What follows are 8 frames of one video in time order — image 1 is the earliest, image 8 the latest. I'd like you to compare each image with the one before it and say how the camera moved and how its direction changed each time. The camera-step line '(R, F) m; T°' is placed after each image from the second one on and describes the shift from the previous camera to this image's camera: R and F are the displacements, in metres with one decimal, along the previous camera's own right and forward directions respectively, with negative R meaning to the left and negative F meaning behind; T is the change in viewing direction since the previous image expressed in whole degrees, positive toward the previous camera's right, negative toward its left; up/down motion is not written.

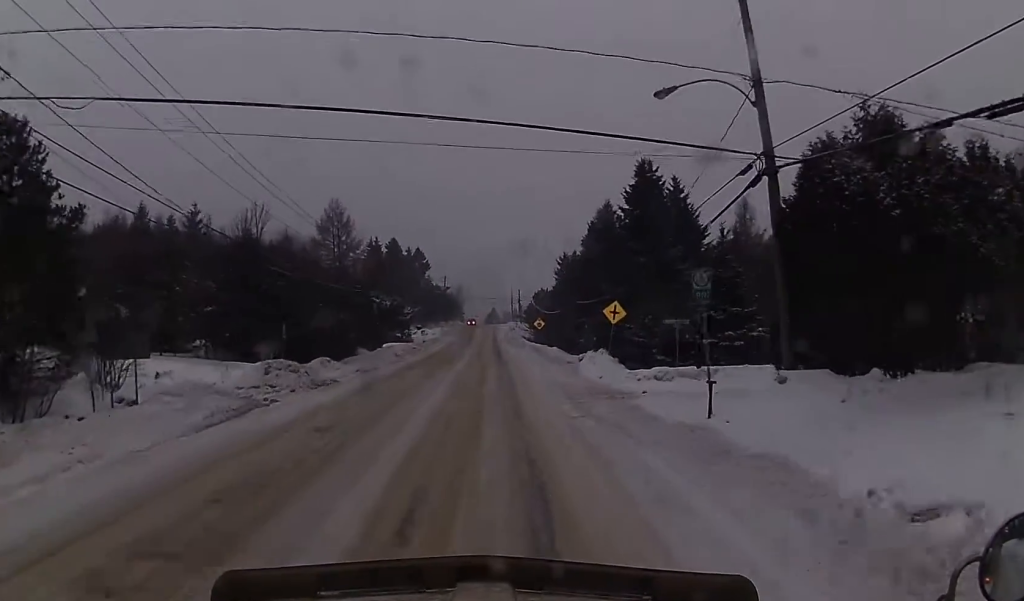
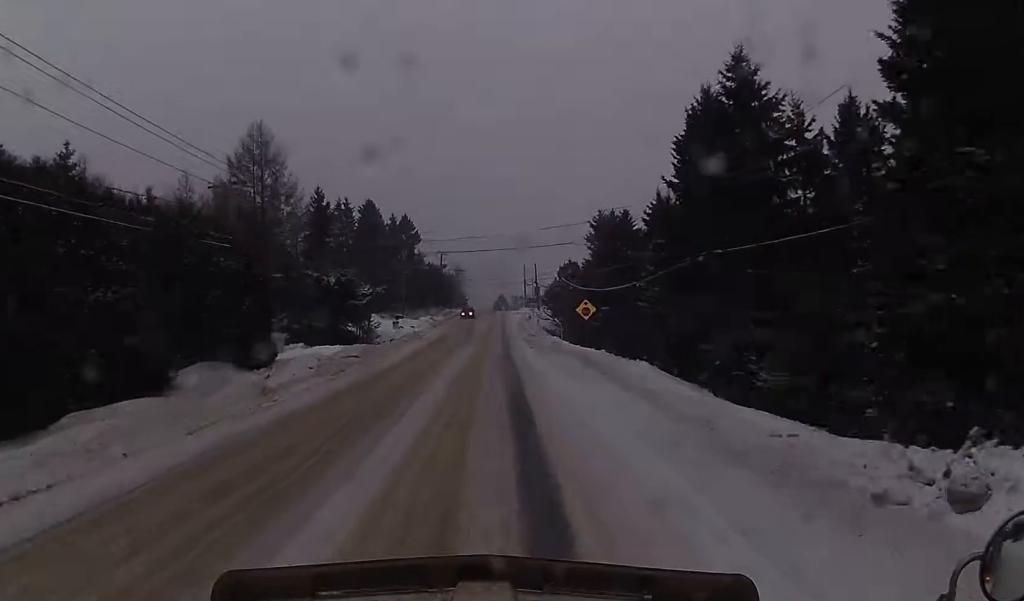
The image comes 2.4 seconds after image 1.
(+0.3, +38.1) m; 0°
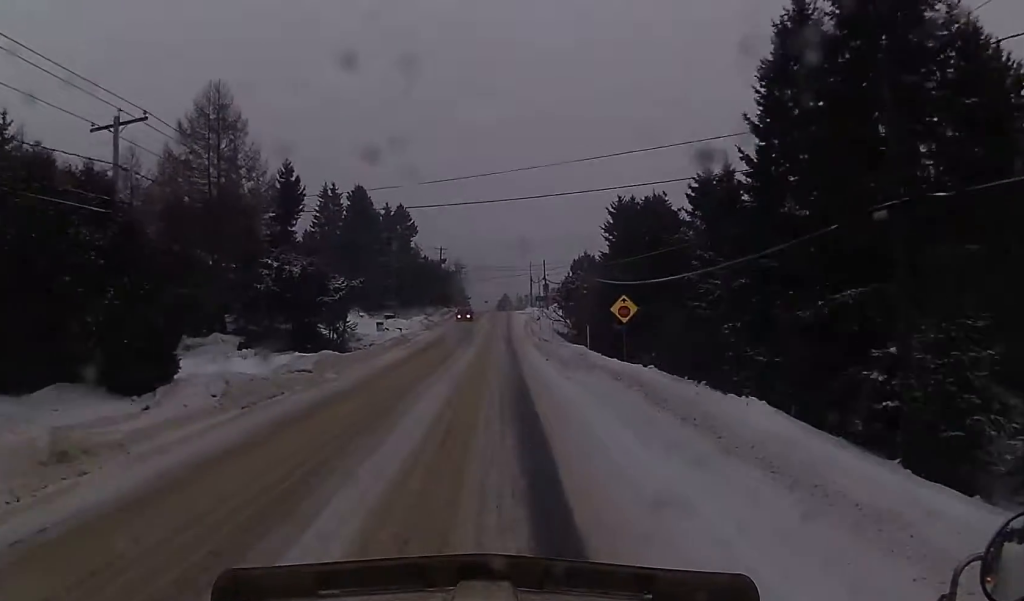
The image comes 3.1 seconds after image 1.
(-0.1, +12.4) m; -1°
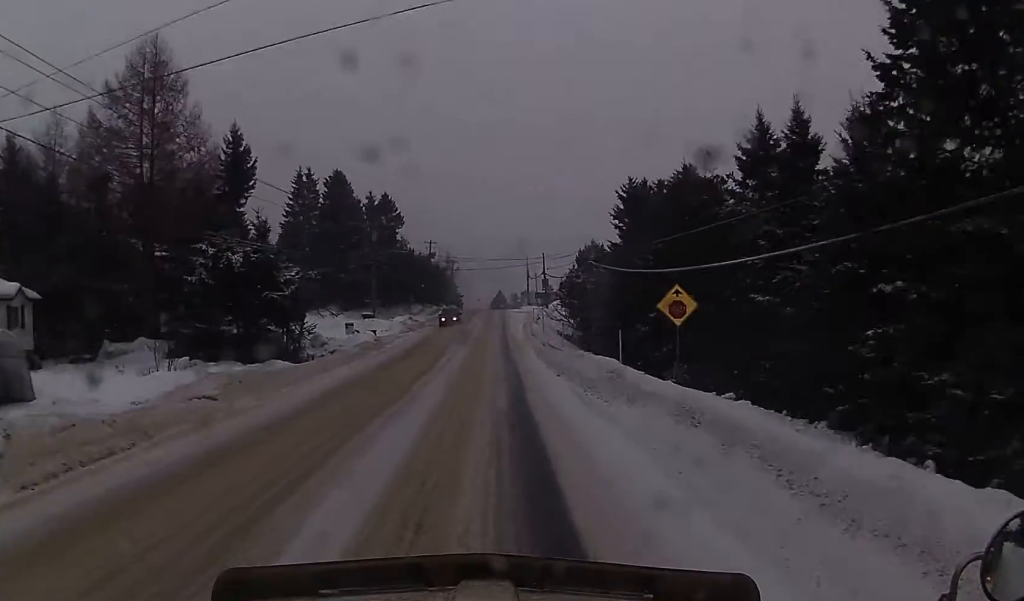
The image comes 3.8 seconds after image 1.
(-0.3, +10.8) m; 0°
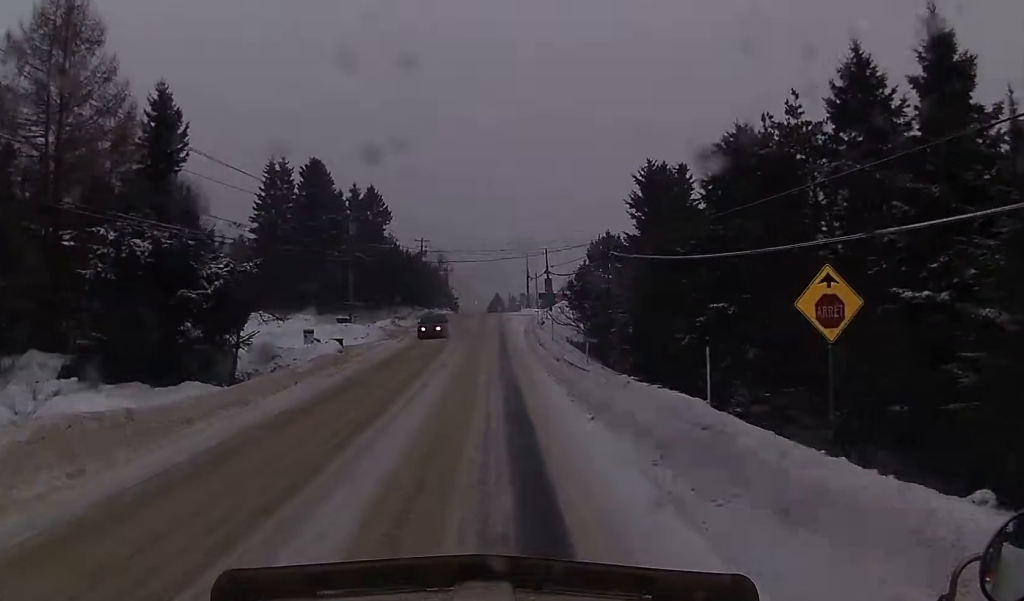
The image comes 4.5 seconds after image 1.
(+0.3, +10.8) m; 0°
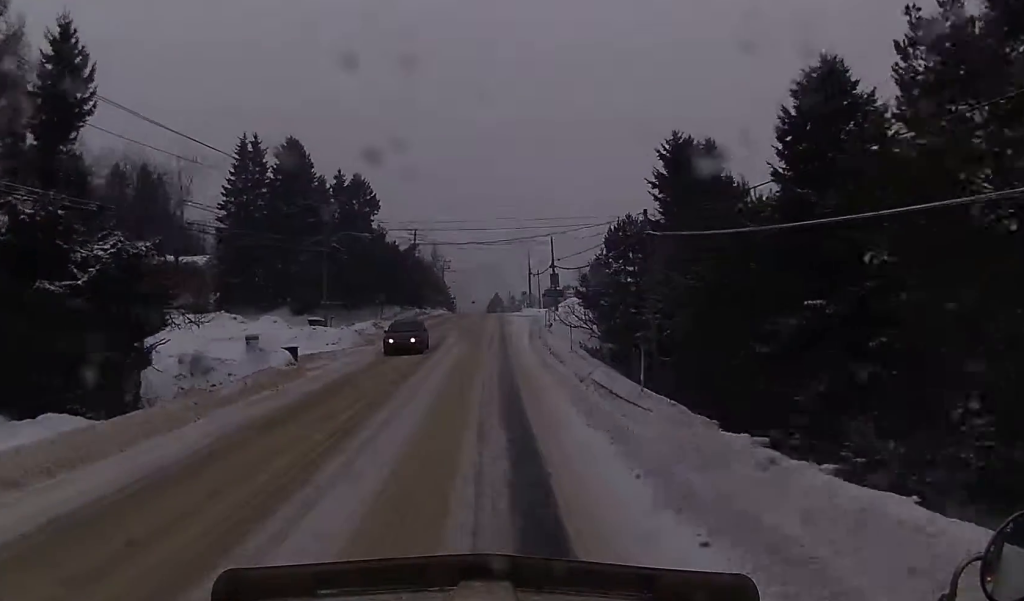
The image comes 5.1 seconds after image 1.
(+0.1, +9.7) m; 0°
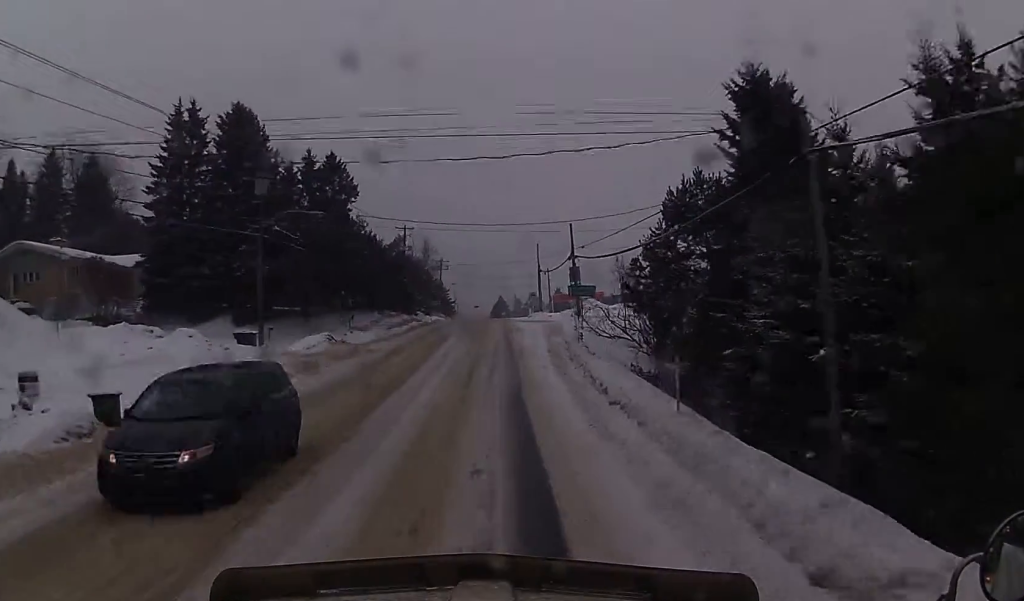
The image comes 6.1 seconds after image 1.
(-0.2, +16.7) m; 0°
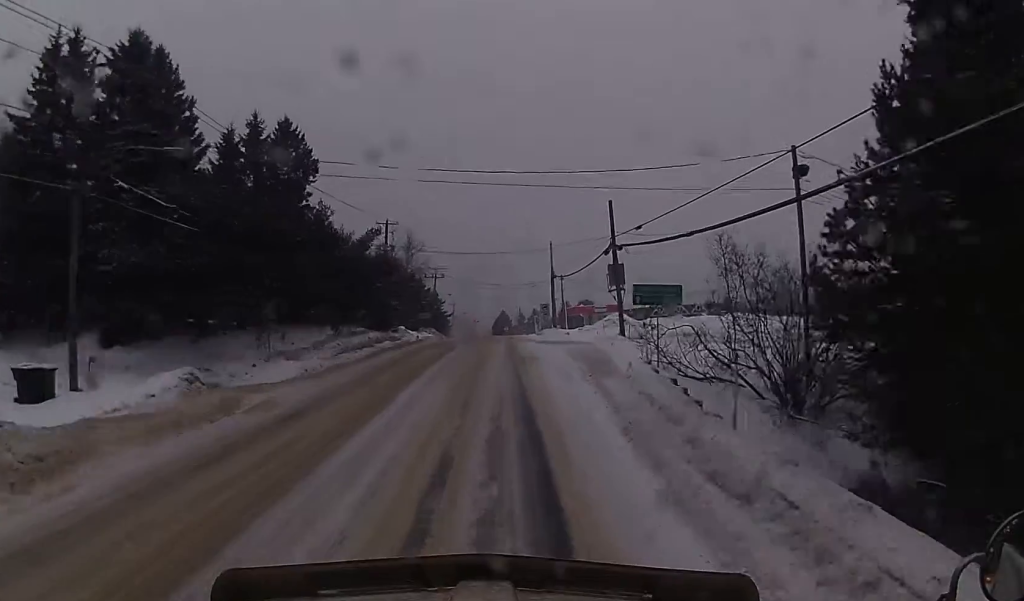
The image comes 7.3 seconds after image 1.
(+0.1, +19.3) m; 0°
